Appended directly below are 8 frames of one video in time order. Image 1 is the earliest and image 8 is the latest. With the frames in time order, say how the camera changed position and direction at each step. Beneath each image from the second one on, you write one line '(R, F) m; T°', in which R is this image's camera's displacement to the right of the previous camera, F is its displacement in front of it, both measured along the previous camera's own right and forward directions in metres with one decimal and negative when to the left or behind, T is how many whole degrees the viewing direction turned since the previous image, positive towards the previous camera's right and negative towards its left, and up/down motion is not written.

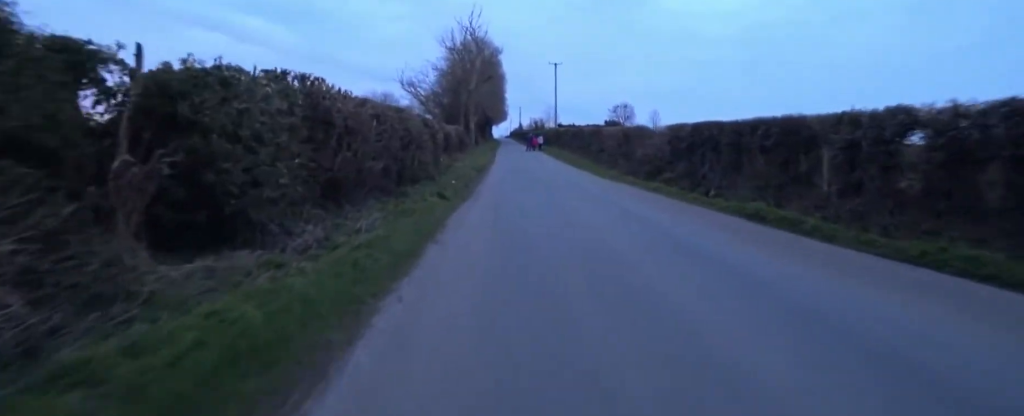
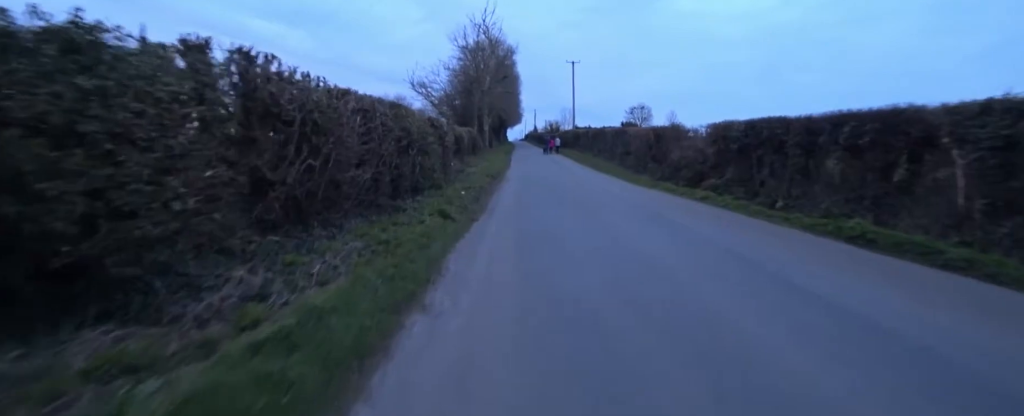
(-0.5, +2.2) m; +2°
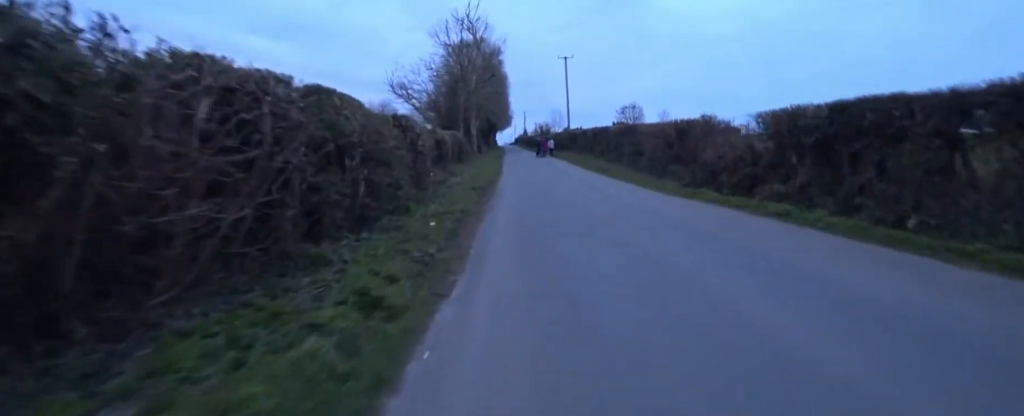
(+1.2, +3.7) m; -1°
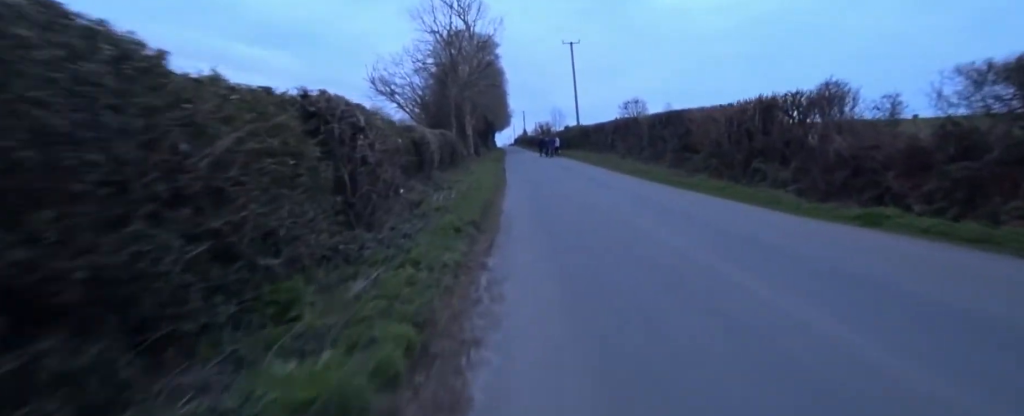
(-1.3, +5.4) m; -1°
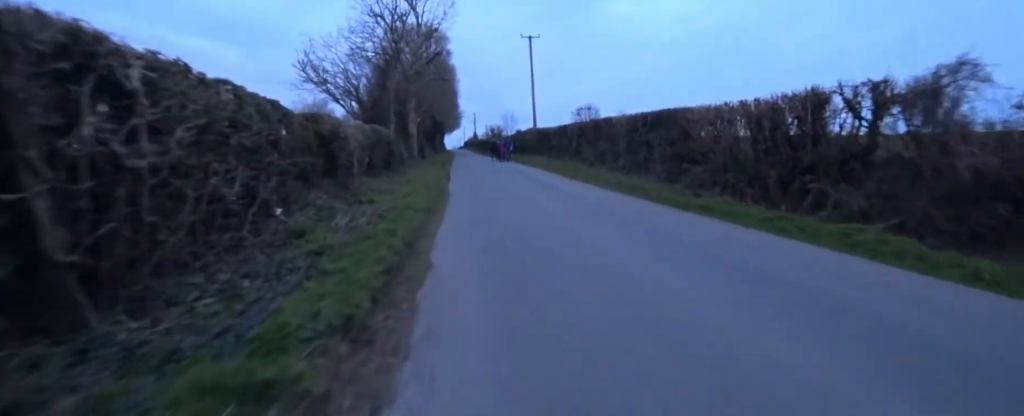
(+1.3, +3.9) m; +16°
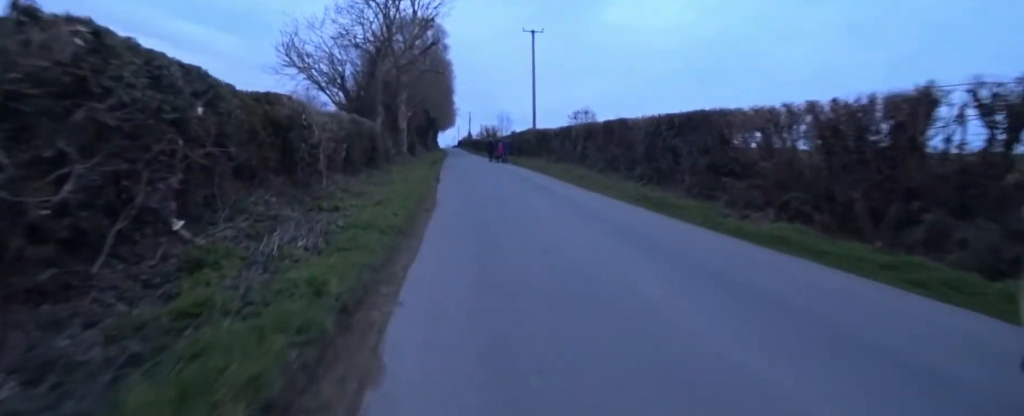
(+0.1, +2.3) m; -4°
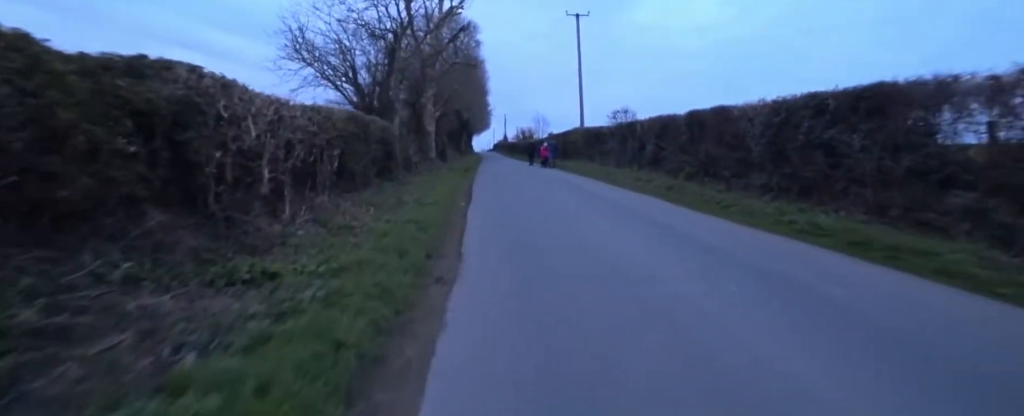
(-0.4, +4.1) m; -14°
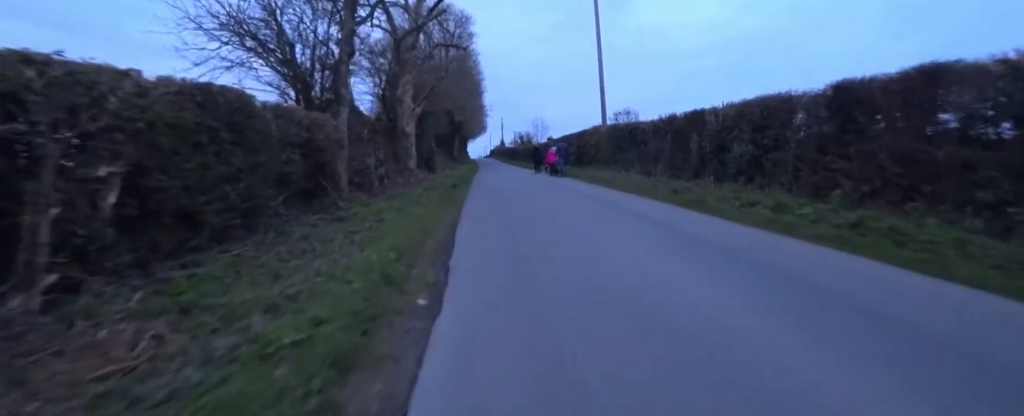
(-0.4, +5.8) m; -1°
